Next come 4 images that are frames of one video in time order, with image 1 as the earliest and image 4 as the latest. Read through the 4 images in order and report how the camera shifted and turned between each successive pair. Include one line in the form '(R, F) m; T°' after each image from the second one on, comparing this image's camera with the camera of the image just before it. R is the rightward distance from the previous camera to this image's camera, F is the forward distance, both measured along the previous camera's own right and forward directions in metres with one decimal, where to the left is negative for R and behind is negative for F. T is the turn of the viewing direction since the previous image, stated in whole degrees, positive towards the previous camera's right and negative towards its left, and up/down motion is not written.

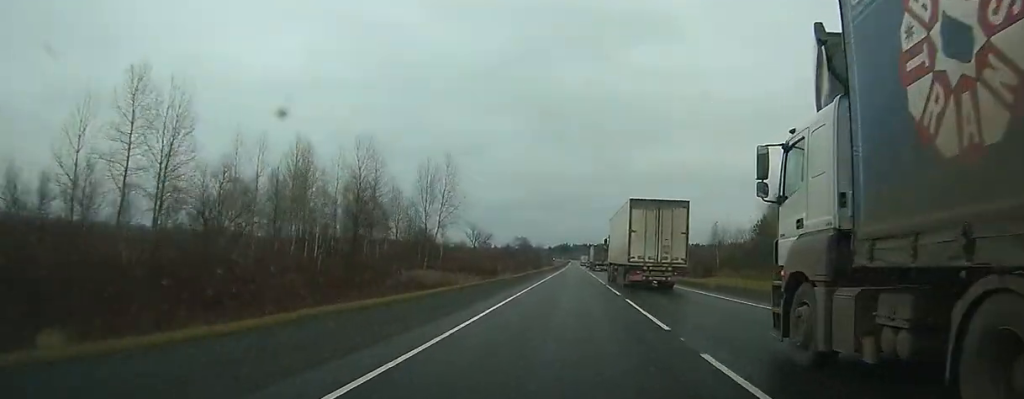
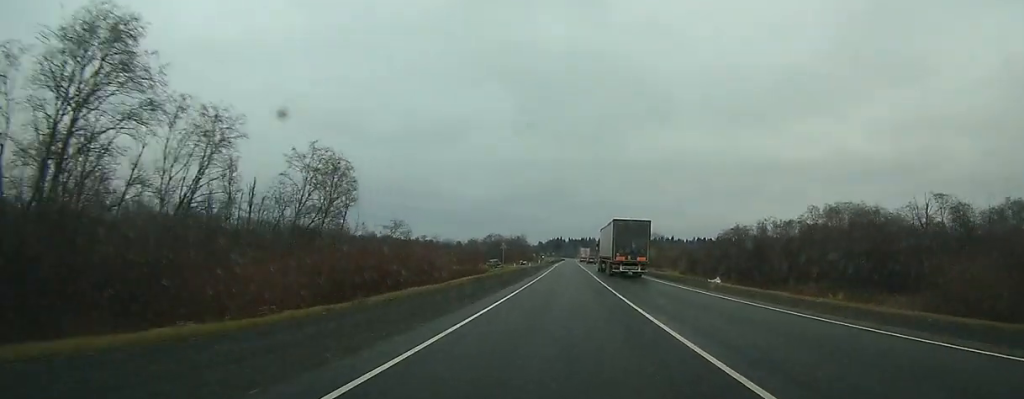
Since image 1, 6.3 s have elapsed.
(+1.1, +189.7) m; +1°
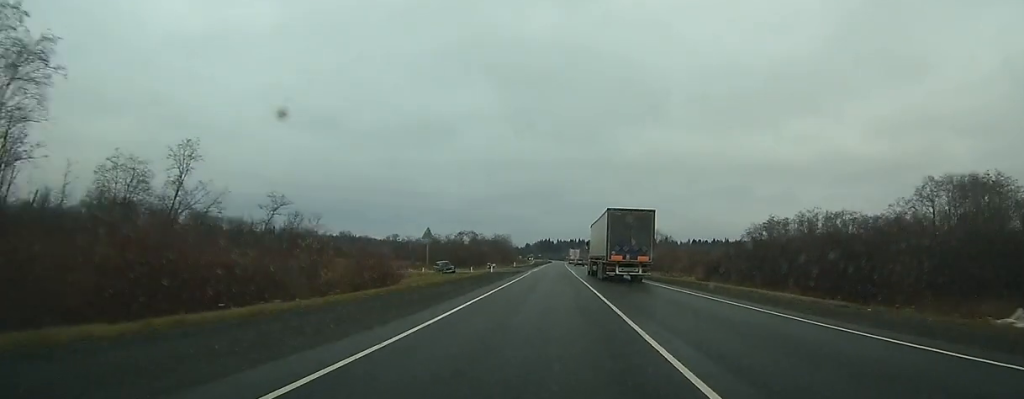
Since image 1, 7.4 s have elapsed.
(+0.1, +33.0) m; 0°
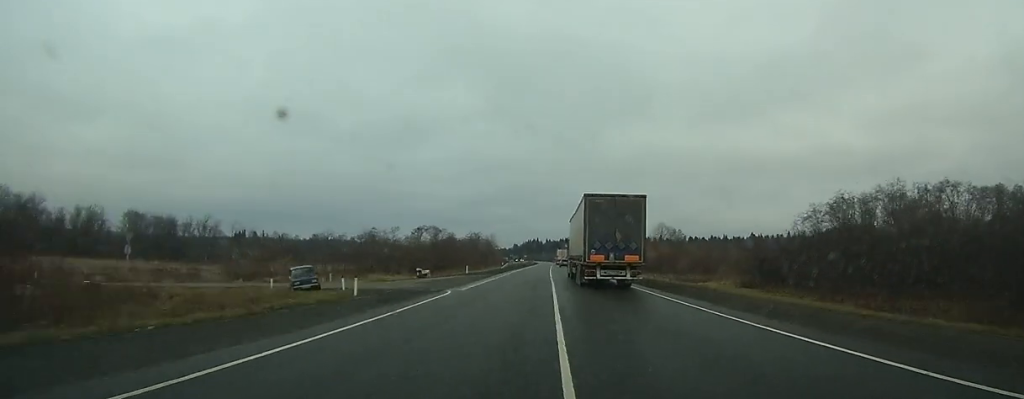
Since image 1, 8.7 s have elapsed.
(0.0, +35.6) m; 0°
